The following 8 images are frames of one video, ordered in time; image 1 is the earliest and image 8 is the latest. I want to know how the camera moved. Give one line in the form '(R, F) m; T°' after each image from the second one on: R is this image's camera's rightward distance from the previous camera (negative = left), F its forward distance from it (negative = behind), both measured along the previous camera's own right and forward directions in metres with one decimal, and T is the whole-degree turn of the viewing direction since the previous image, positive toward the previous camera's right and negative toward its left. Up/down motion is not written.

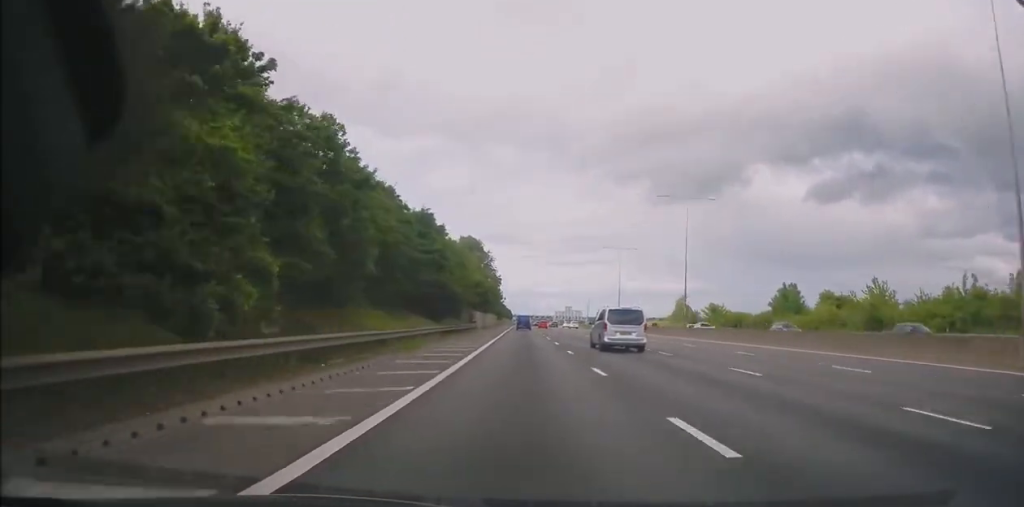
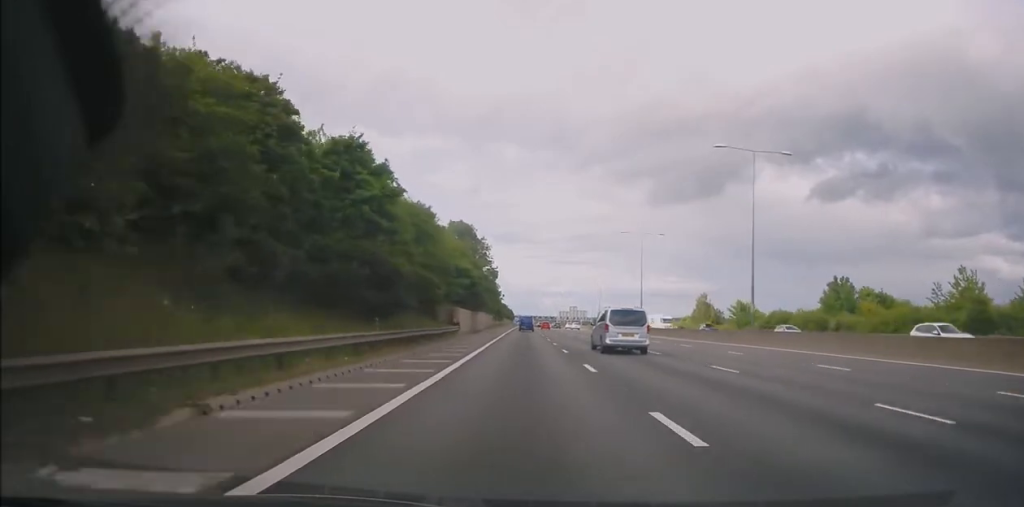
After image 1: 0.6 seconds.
(0.0, +17.0) m; -1°
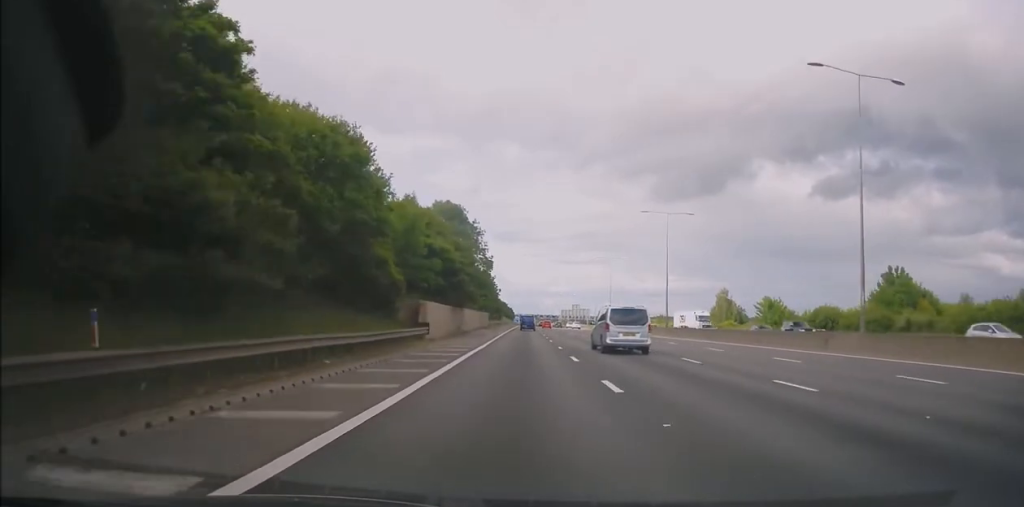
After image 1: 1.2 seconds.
(0.0, +14.3) m; -1°
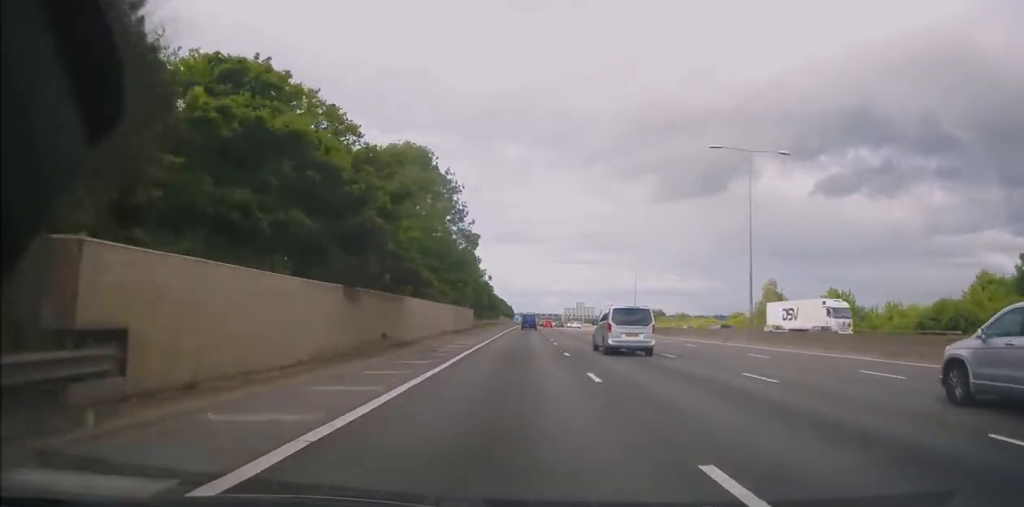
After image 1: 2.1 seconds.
(-0.5, +25.0) m; 0°
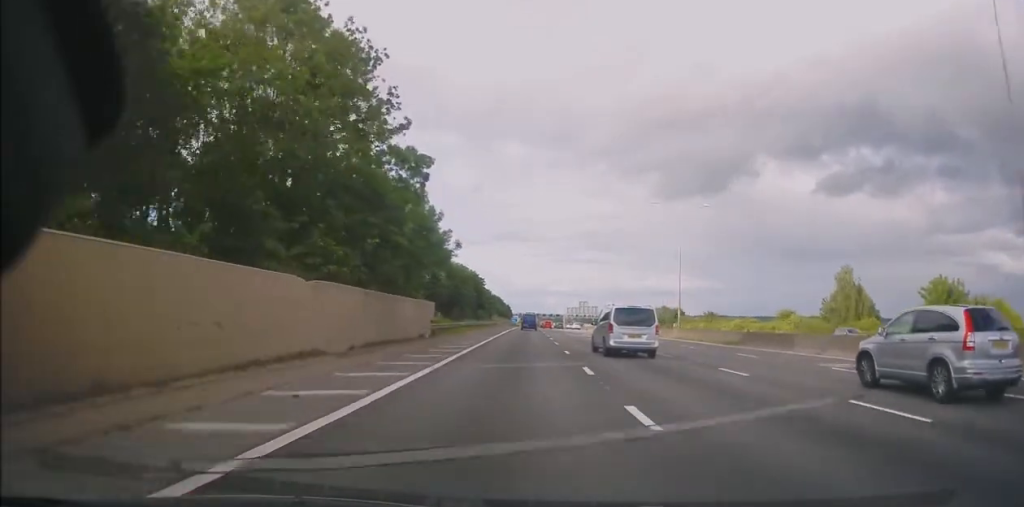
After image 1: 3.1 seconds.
(+0.5, +25.7) m; 0°
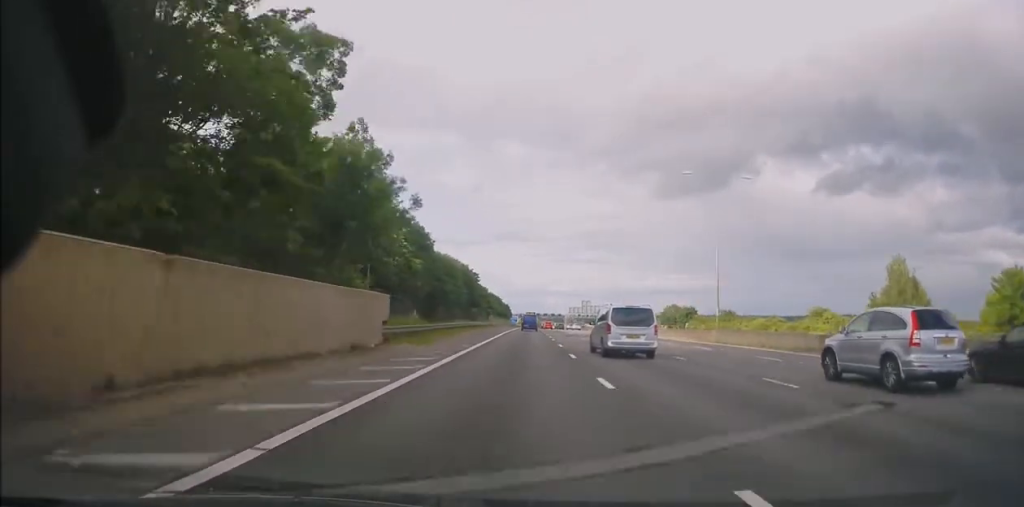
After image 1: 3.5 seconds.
(-0.1, +12.2) m; 0°
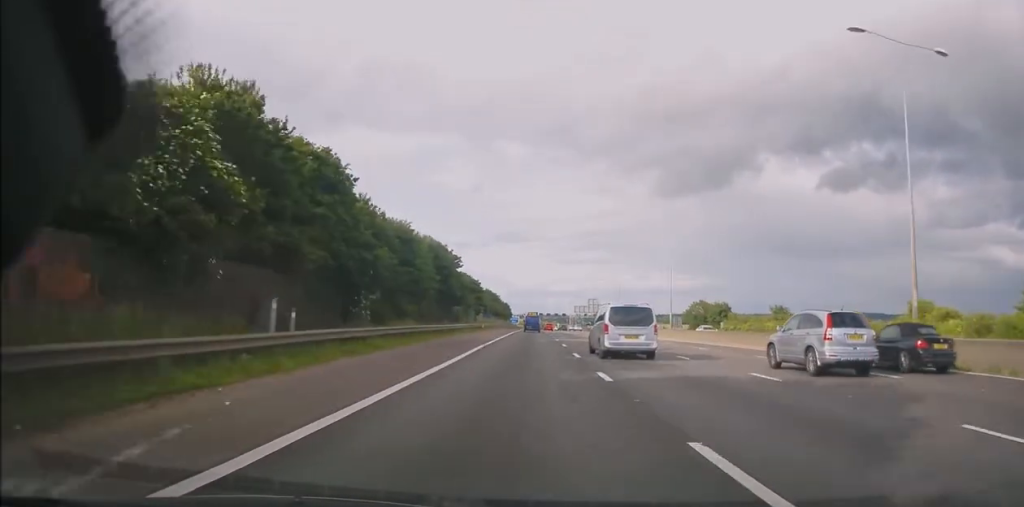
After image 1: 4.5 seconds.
(0.0, +26.0) m; 0°
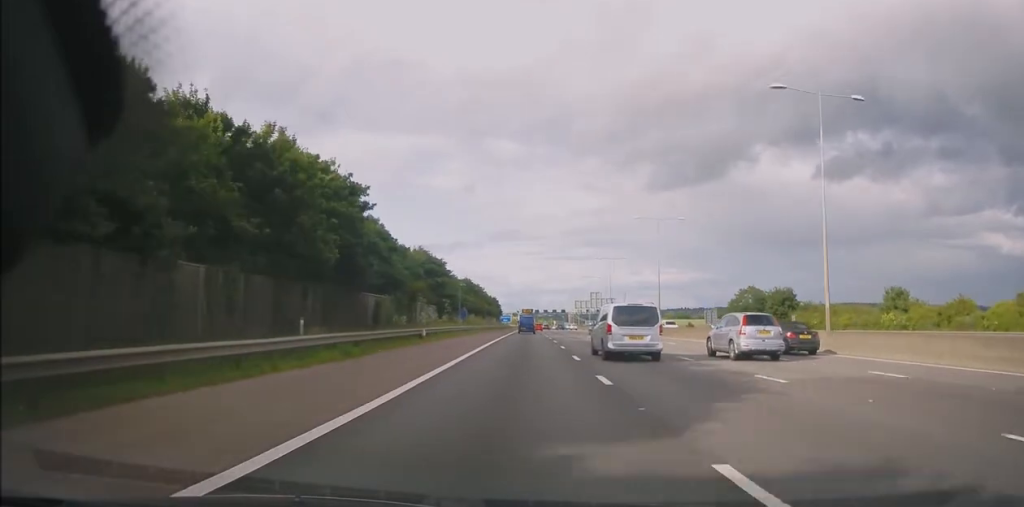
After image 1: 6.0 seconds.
(-0.1, +37.0) m; 0°
